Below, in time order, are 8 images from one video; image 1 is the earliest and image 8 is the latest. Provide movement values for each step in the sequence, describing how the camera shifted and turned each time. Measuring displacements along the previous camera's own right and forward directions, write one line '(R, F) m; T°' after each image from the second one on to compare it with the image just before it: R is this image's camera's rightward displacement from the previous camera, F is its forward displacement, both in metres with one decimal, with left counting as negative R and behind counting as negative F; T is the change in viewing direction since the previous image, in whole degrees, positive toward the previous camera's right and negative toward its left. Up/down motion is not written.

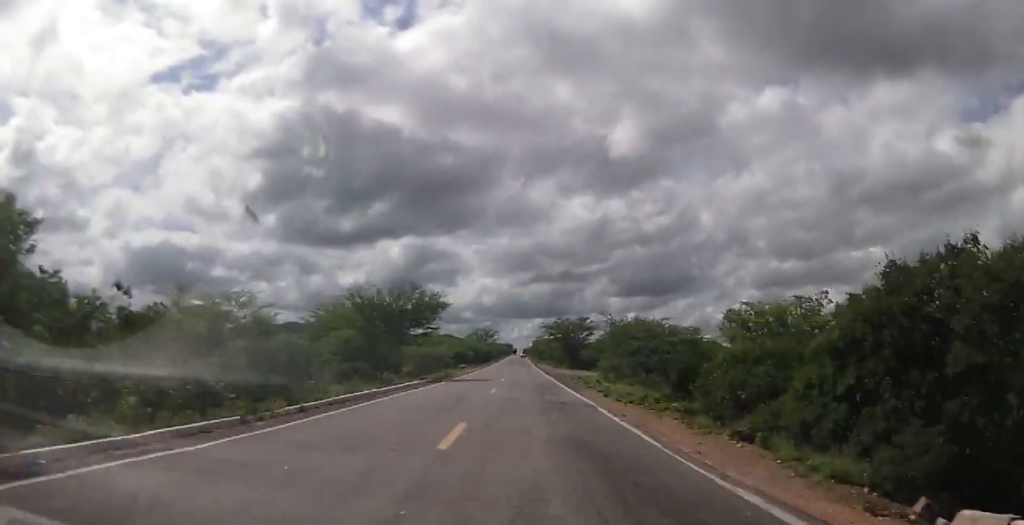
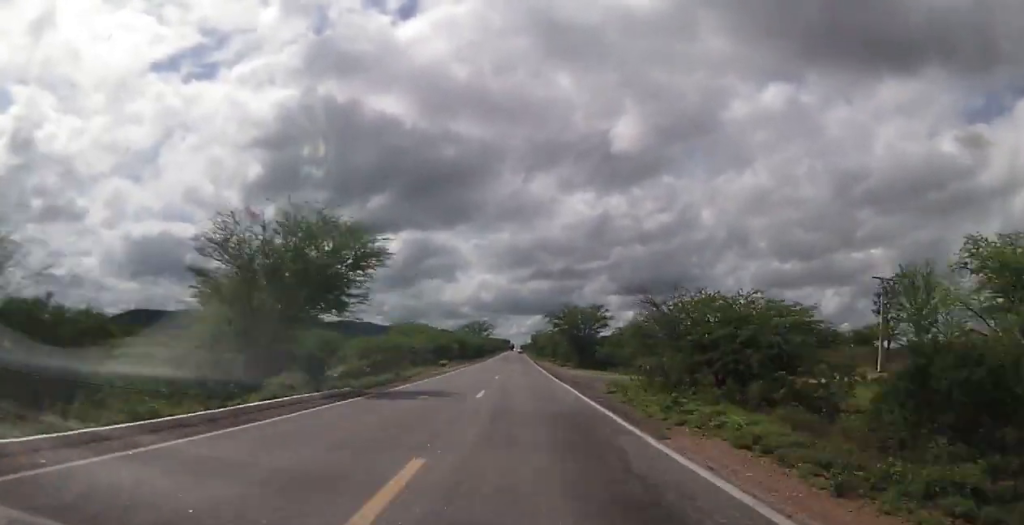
(+0.8, +22.7) m; -1°
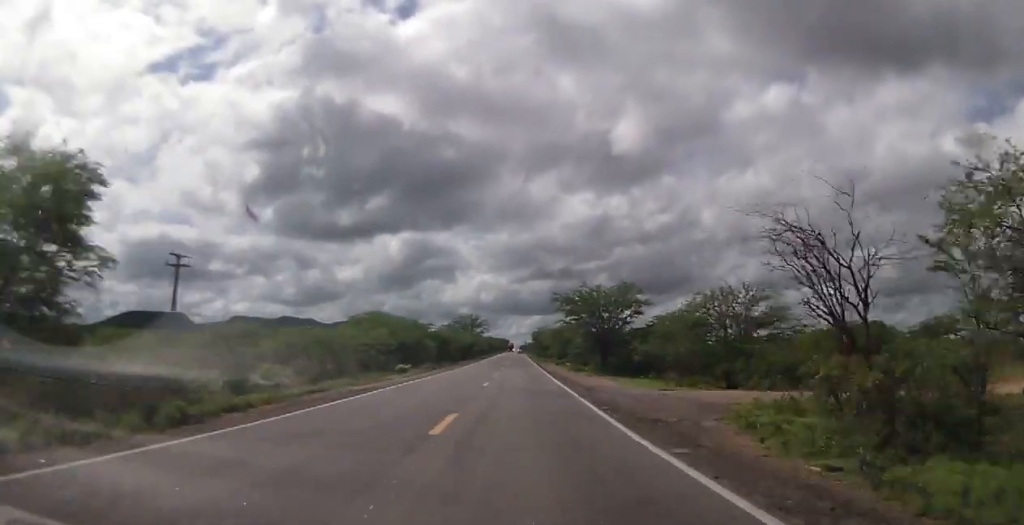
(-1.4, +26.6) m; -1°
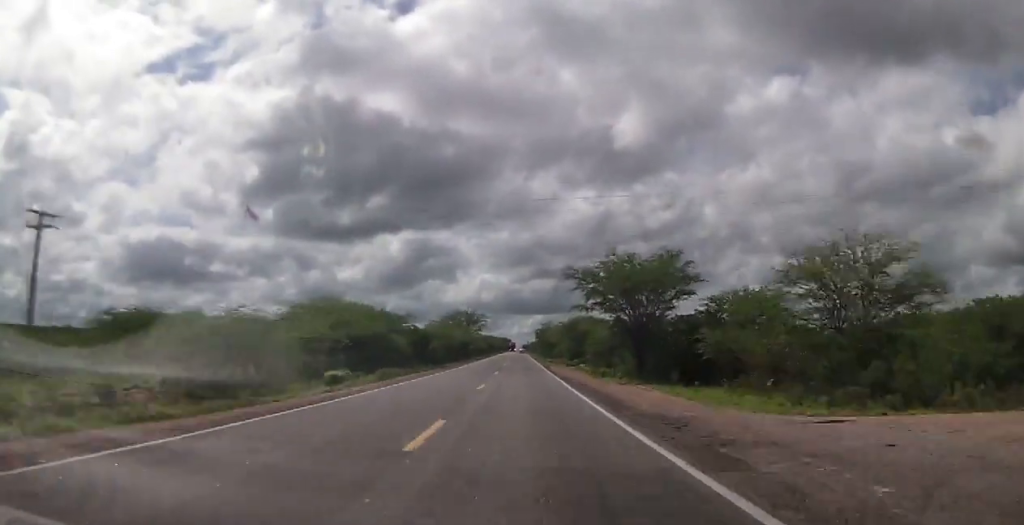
(+0.1, +19.0) m; 0°
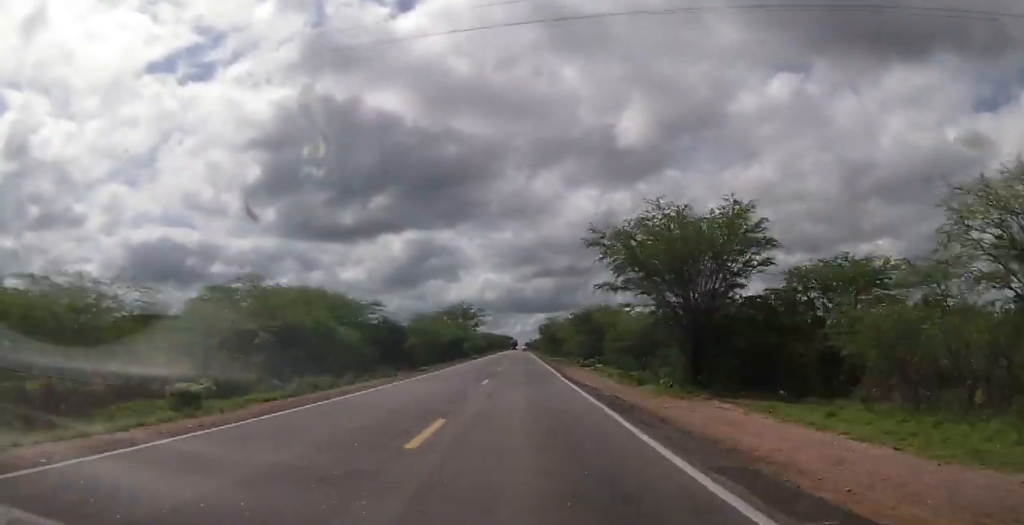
(+0.3, +14.7) m; +1°
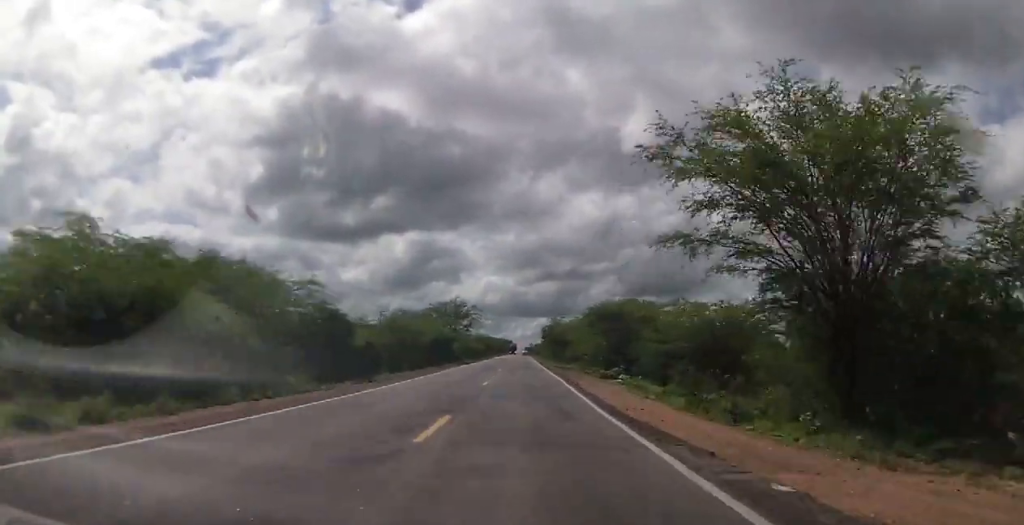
(0.0, +15.6) m; 0°
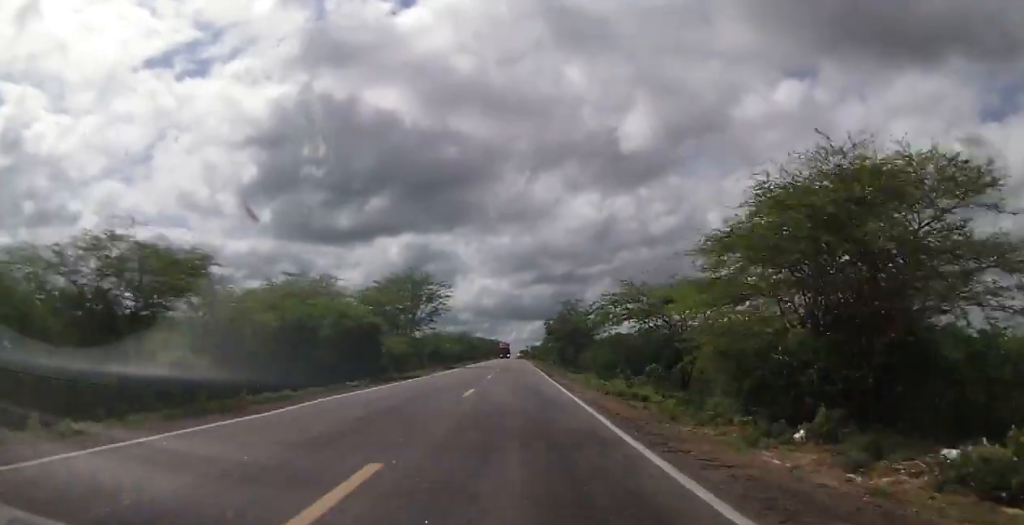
(-0.2, +38.0) m; -2°
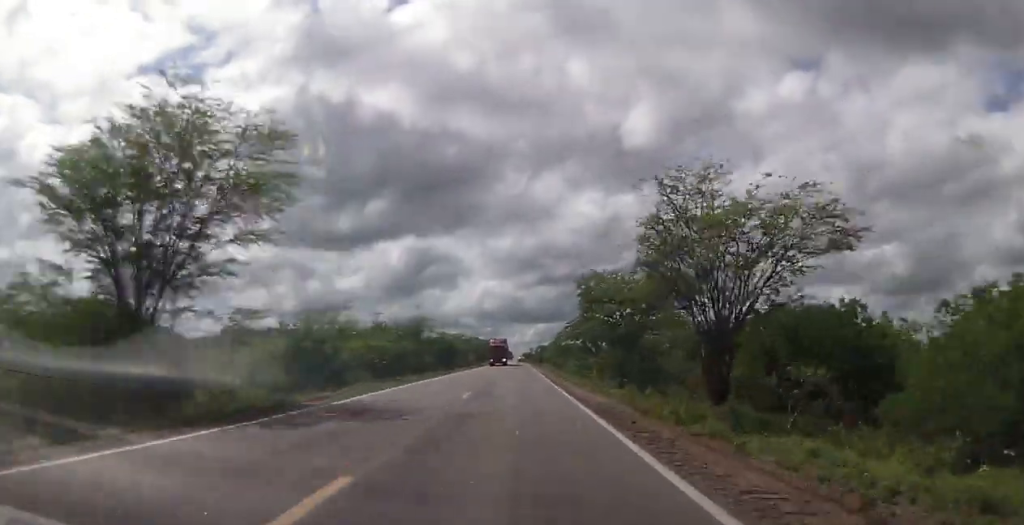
(-1.3, +48.2) m; +3°
